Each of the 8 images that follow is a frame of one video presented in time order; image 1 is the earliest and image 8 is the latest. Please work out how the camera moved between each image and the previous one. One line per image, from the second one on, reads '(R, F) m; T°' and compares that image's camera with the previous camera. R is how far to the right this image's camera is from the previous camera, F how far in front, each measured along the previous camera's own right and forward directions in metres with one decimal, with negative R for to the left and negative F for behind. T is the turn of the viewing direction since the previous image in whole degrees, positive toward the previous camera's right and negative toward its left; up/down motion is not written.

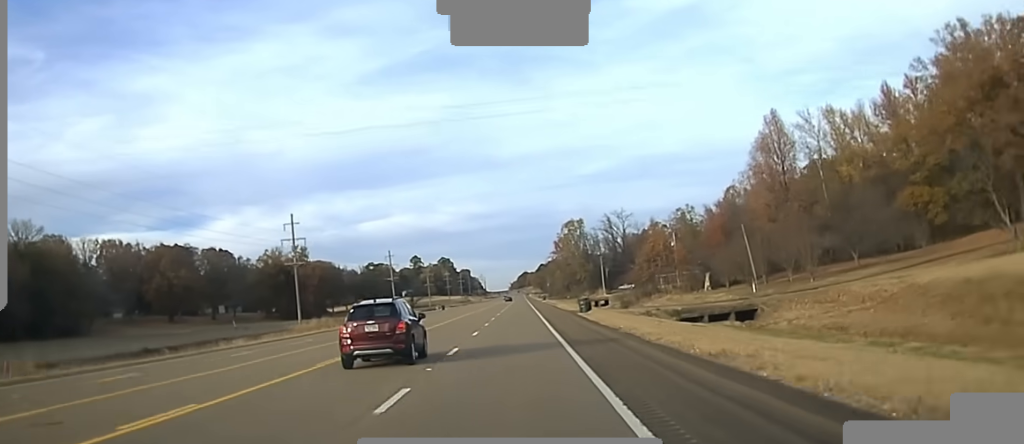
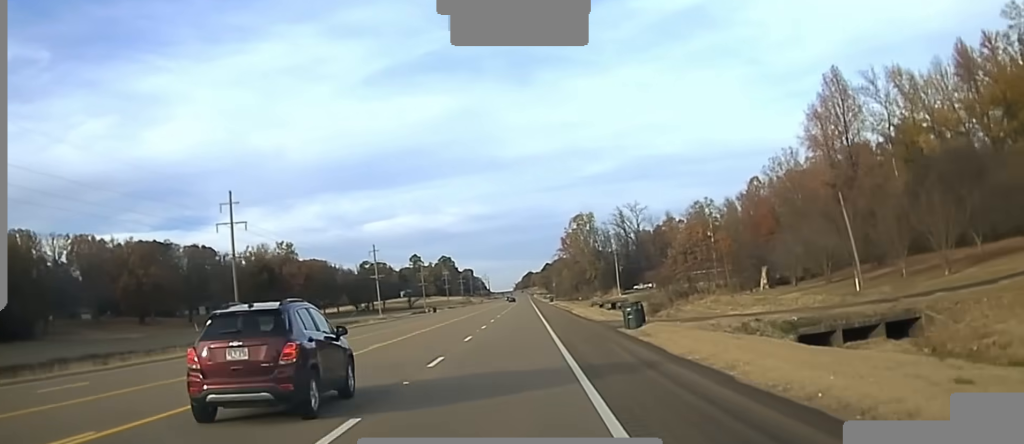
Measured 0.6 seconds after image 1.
(-0.1, +27.4) m; 0°
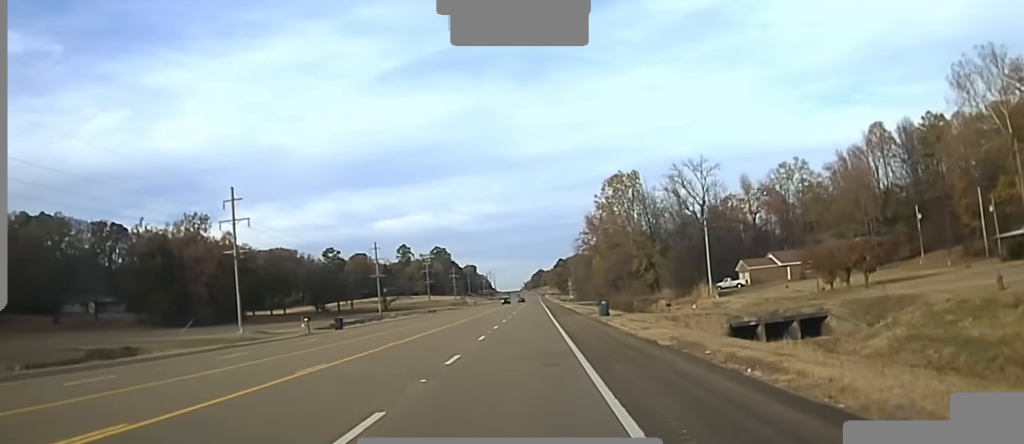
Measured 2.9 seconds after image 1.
(-0.6, +96.7) m; -1°
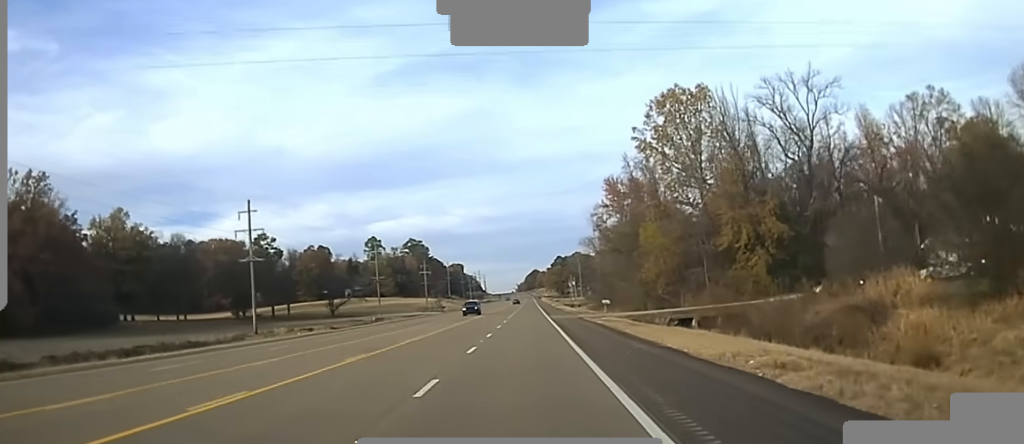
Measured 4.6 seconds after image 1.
(0.0, +77.8) m; 0°
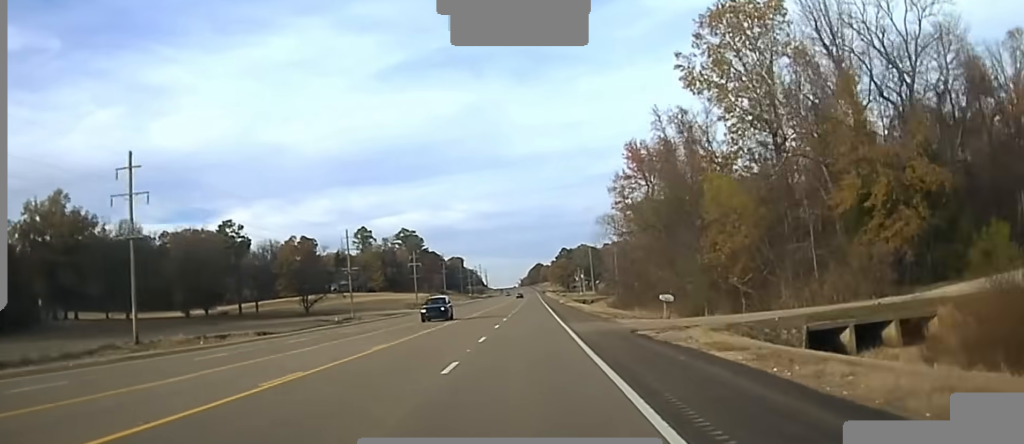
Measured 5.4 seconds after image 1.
(0.0, +32.9) m; 0°
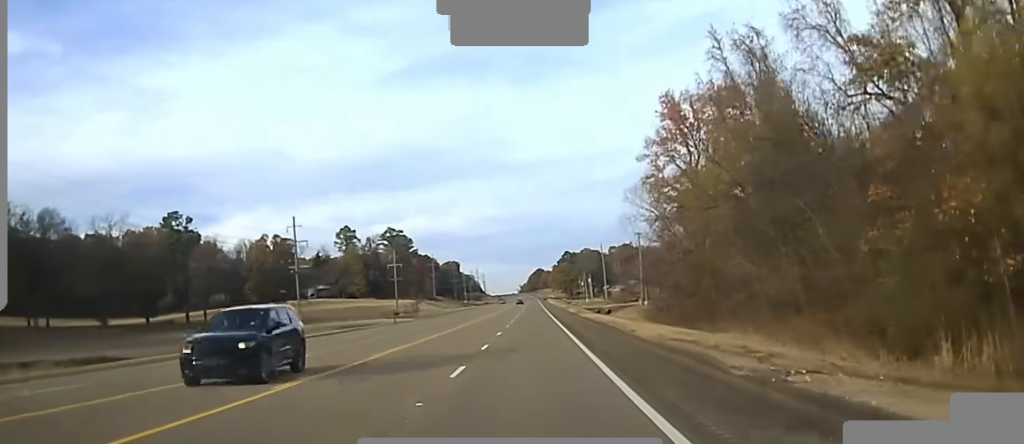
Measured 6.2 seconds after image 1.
(+0.2, +37.9) m; 0°
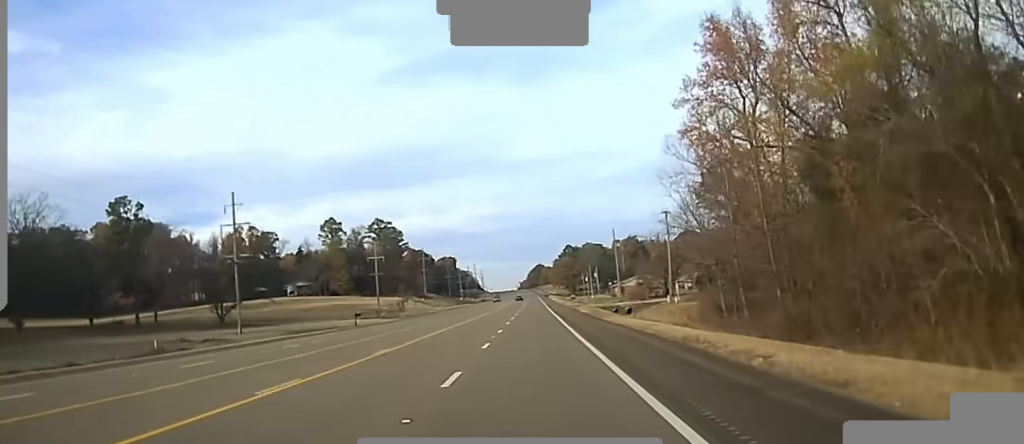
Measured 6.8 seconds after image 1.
(+0.1, +25.9) m; 0°
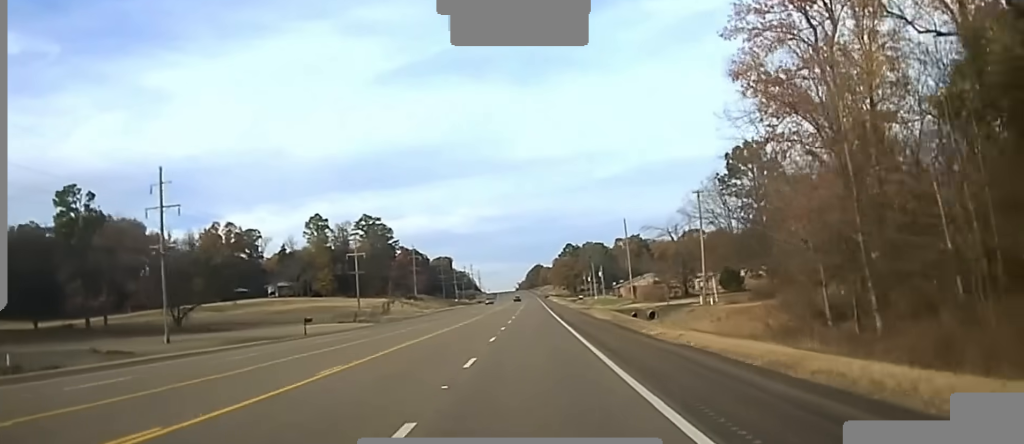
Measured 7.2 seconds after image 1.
(-0.1, +20.0) m; 0°
